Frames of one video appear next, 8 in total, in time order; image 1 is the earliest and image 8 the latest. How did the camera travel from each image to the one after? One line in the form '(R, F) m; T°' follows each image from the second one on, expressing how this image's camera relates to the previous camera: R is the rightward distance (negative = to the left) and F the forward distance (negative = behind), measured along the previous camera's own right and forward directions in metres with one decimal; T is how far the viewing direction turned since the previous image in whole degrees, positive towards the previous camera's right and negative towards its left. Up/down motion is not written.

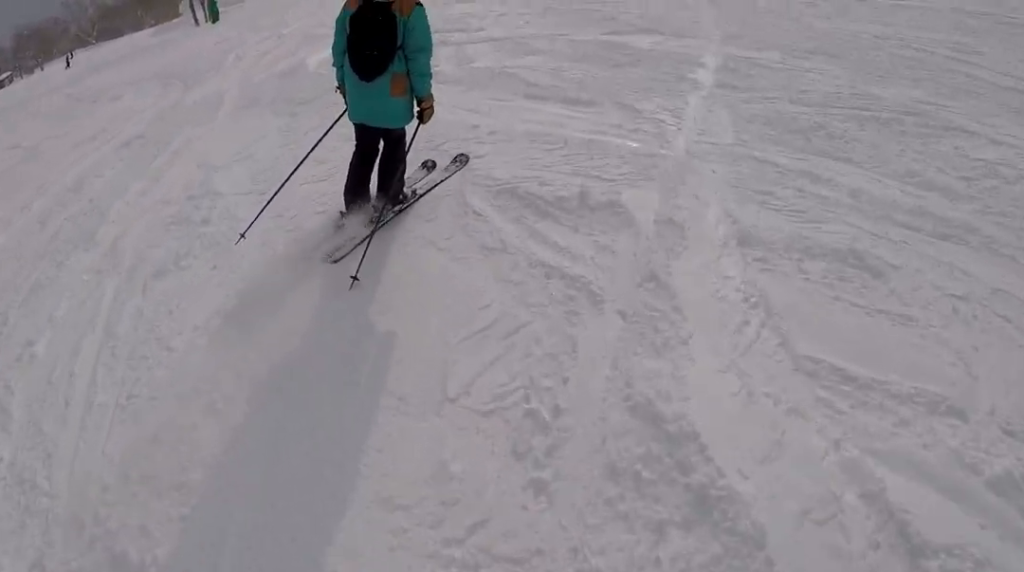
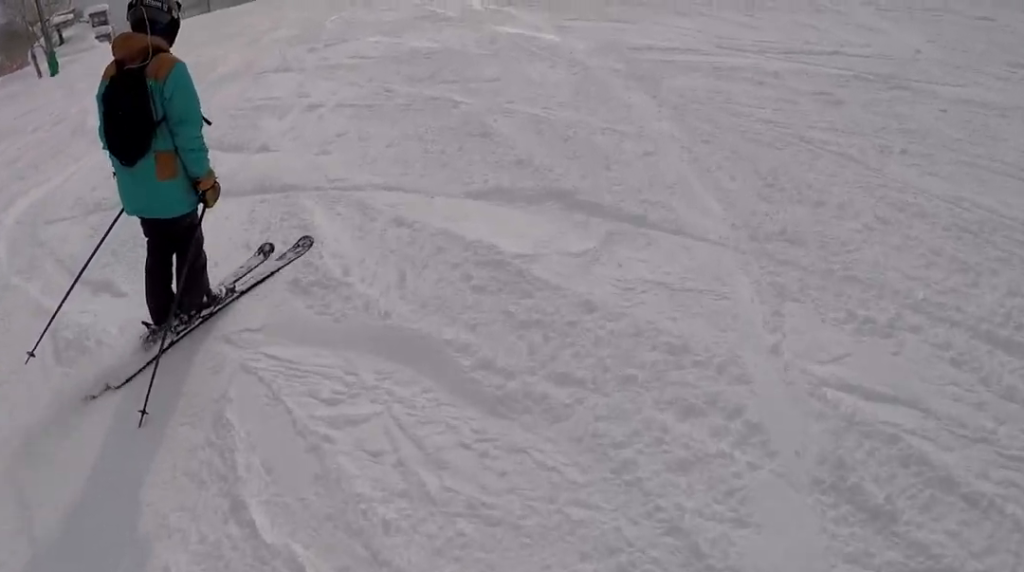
(+0.5, +5.0) m; +5°
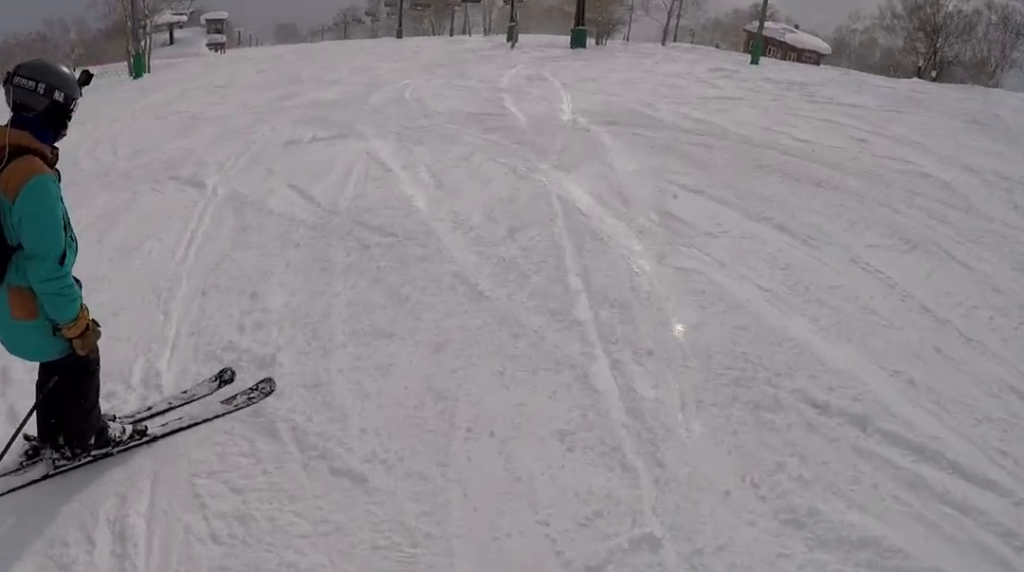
(0.0, +6.4) m; -7°
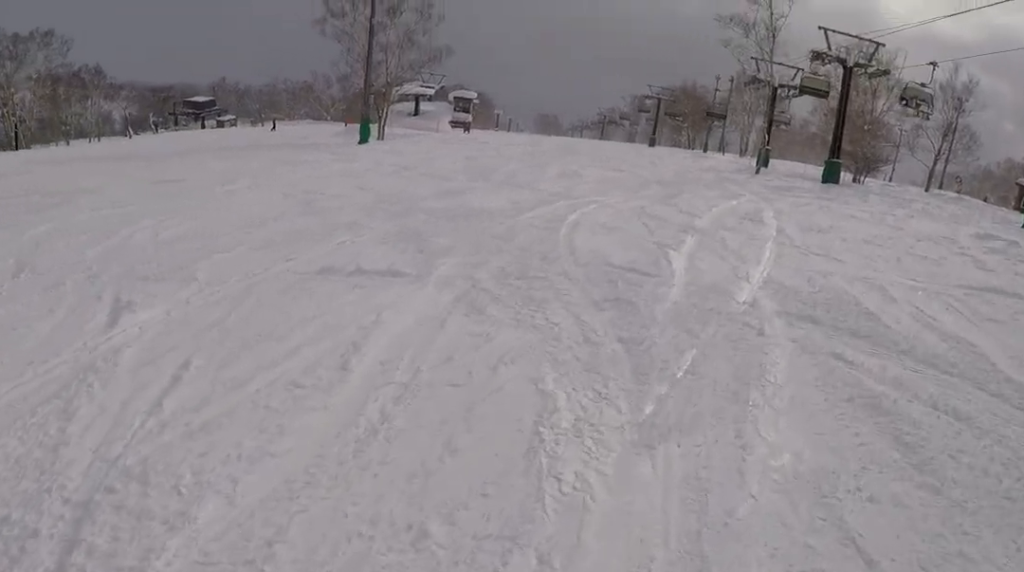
(-0.5, +4.1) m; -11°
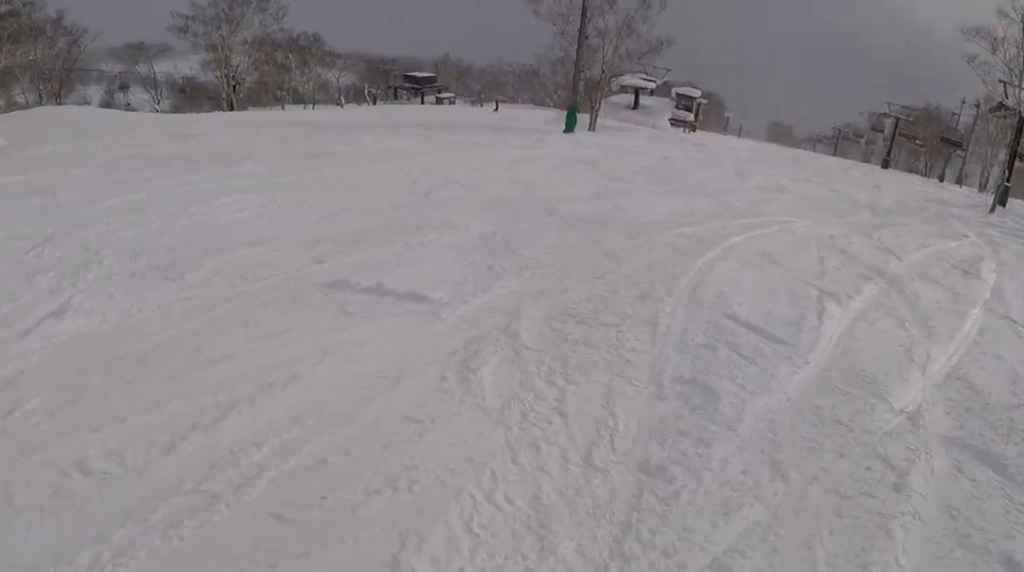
(-0.2, +2.5) m; -9°
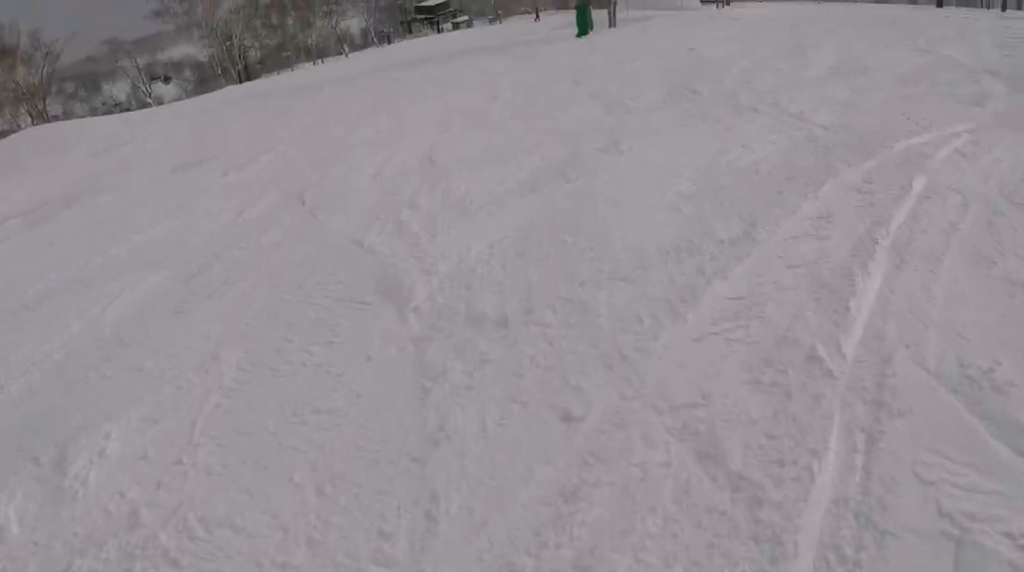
(-1.7, +6.5) m; -12°
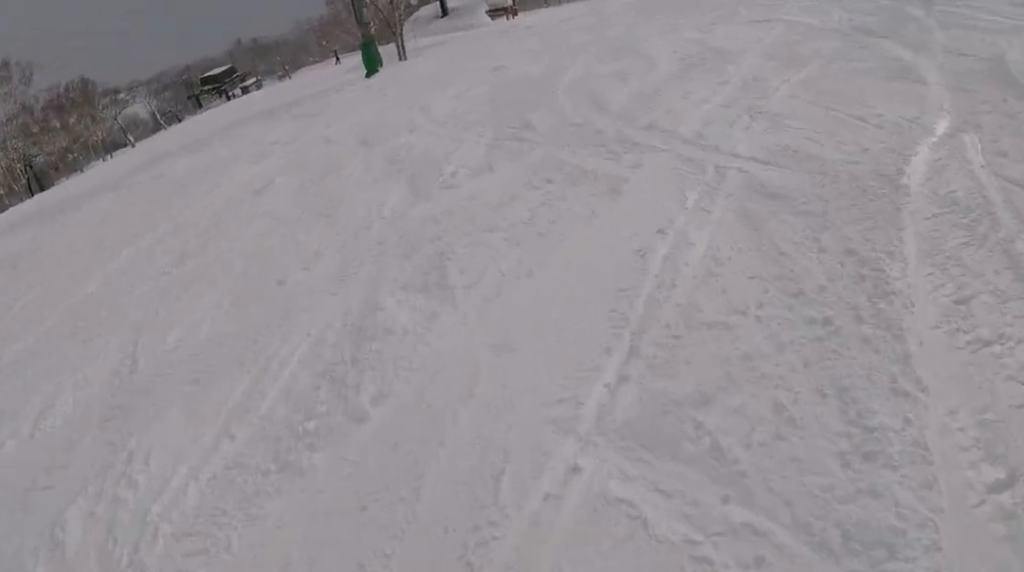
(+0.3, +3.5) m; +9°
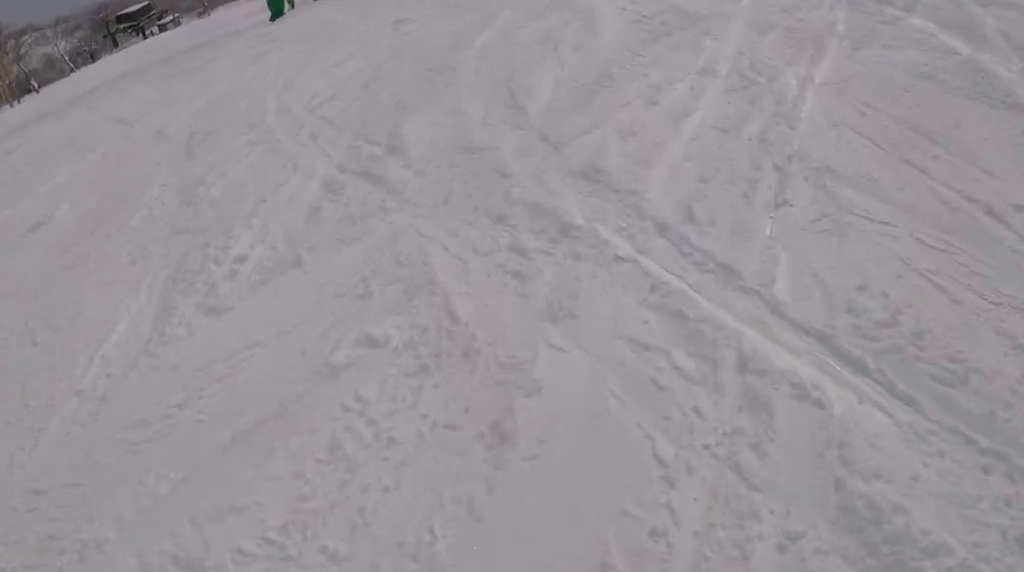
(+0.6, +3.4) m; +9°
